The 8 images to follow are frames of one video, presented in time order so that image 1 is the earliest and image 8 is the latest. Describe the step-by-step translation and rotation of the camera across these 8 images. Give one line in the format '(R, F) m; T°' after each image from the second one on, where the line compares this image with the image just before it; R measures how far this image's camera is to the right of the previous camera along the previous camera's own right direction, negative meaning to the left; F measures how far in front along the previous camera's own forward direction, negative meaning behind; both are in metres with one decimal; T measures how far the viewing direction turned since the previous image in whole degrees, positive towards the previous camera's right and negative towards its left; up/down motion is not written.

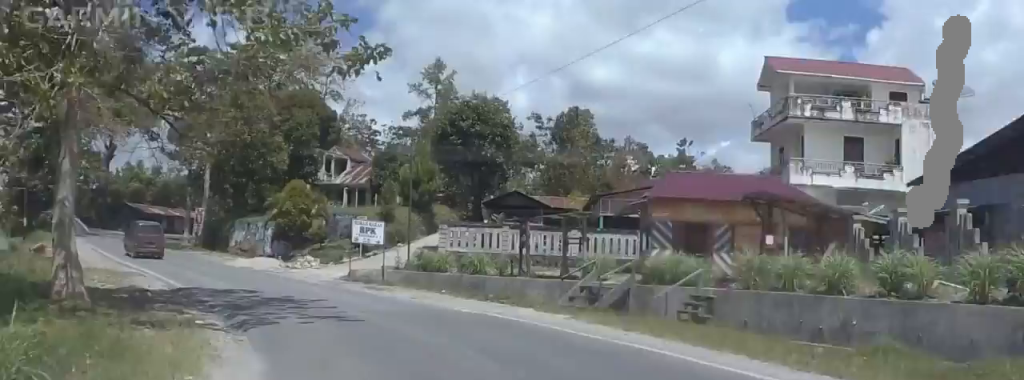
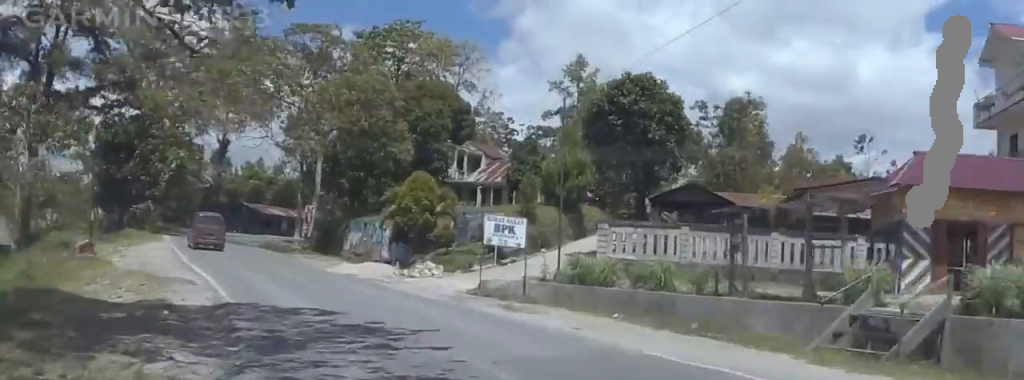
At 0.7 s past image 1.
(-0.8, +9.9) m; -9°
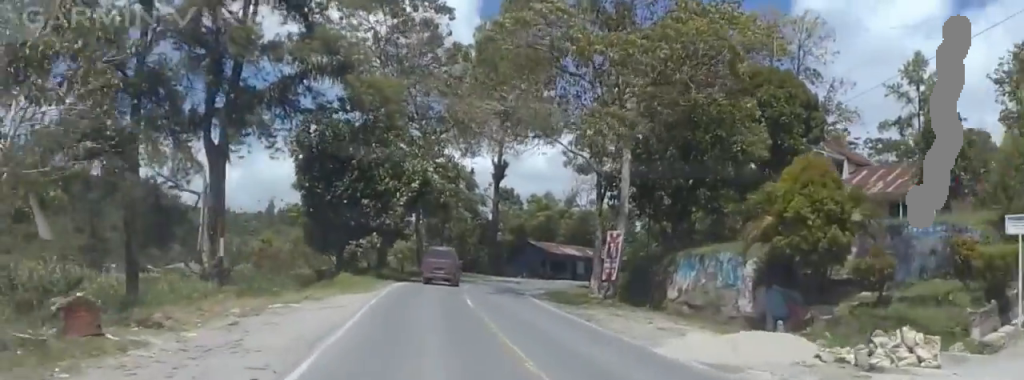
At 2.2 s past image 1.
(-3.0, +20.9) m; -11°
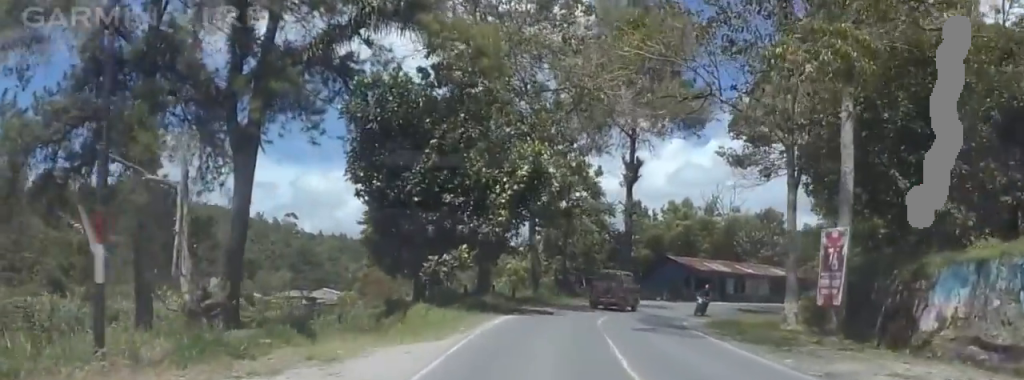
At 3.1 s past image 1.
(-0.1, +13.4) m; -1°
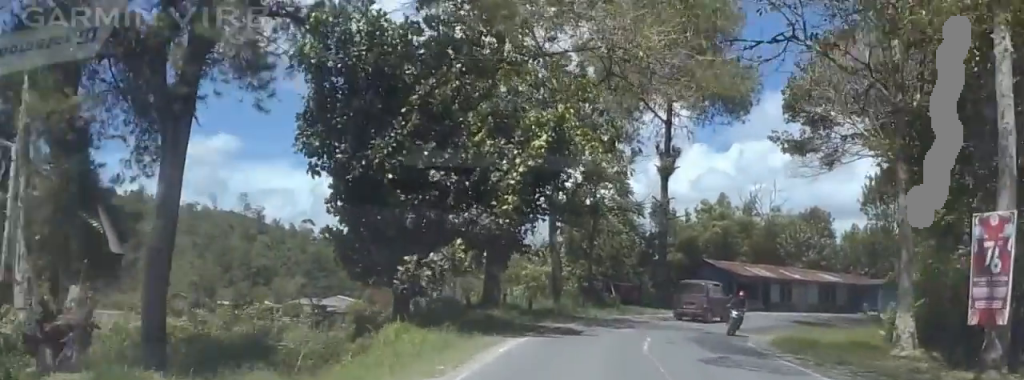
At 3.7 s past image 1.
(+0.1, +7.8) m; -2°
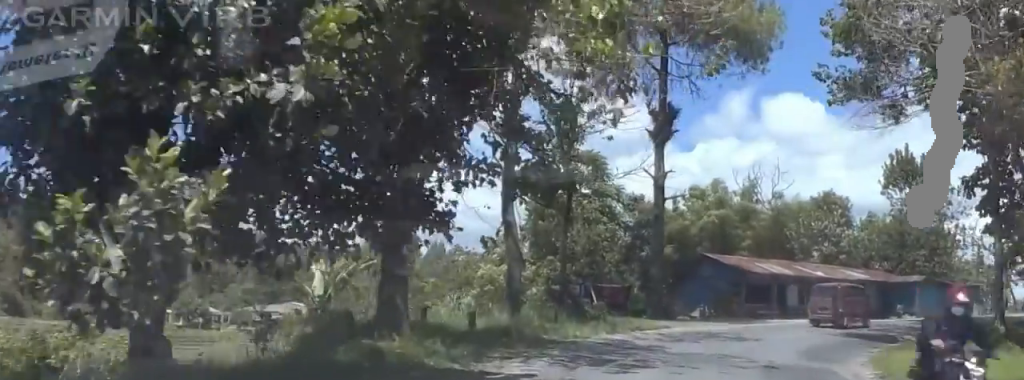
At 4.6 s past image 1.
(-0.5, +13.2) m; -3°
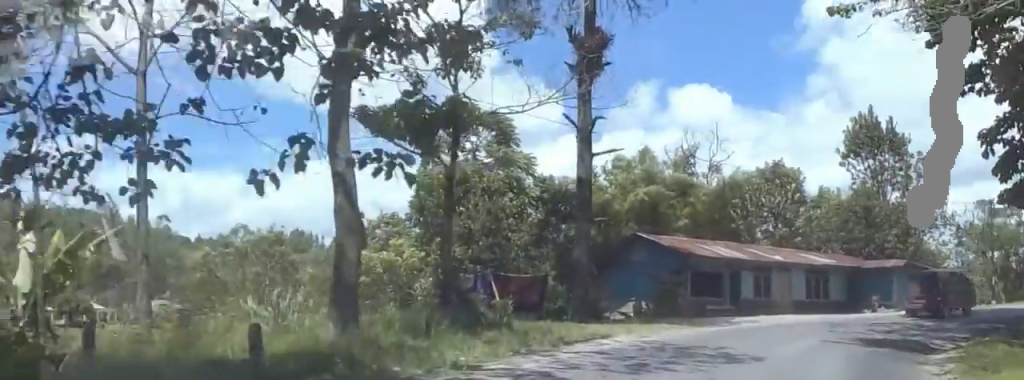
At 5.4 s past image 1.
(-0.1, +11.0) m; +4°
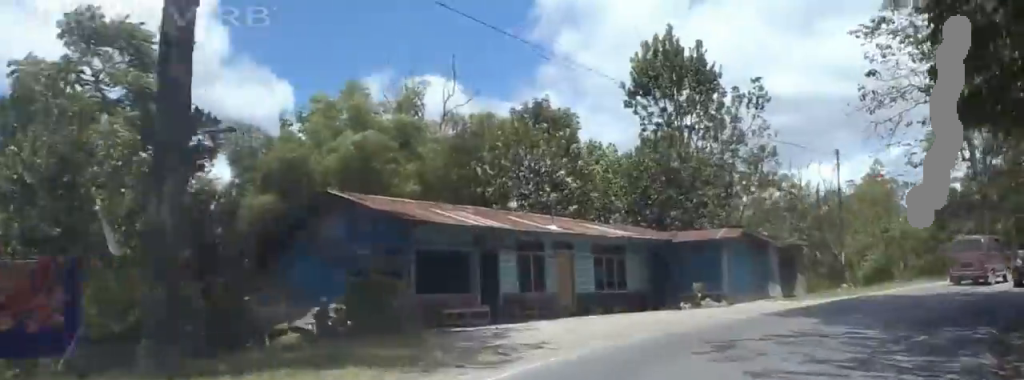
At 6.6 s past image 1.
(+1.6, +16.0) m; +16°
